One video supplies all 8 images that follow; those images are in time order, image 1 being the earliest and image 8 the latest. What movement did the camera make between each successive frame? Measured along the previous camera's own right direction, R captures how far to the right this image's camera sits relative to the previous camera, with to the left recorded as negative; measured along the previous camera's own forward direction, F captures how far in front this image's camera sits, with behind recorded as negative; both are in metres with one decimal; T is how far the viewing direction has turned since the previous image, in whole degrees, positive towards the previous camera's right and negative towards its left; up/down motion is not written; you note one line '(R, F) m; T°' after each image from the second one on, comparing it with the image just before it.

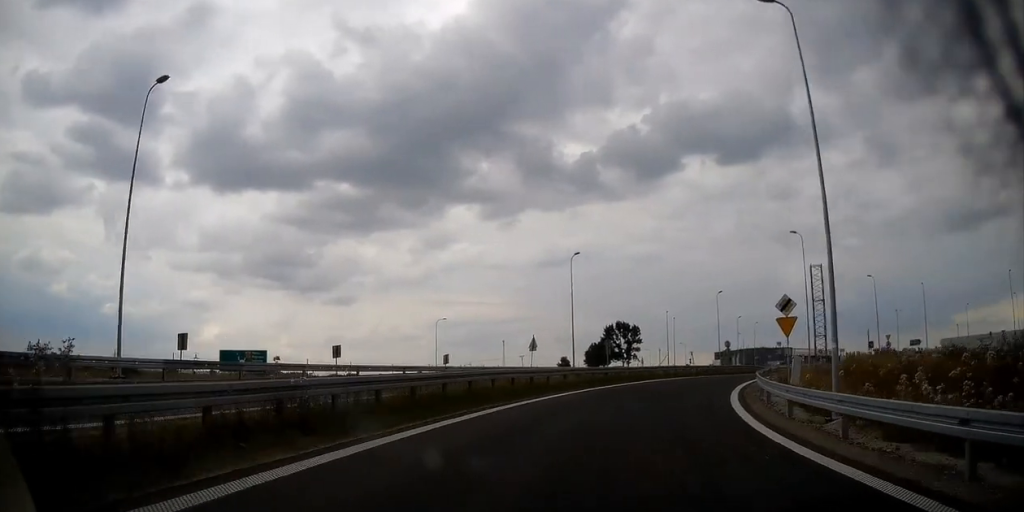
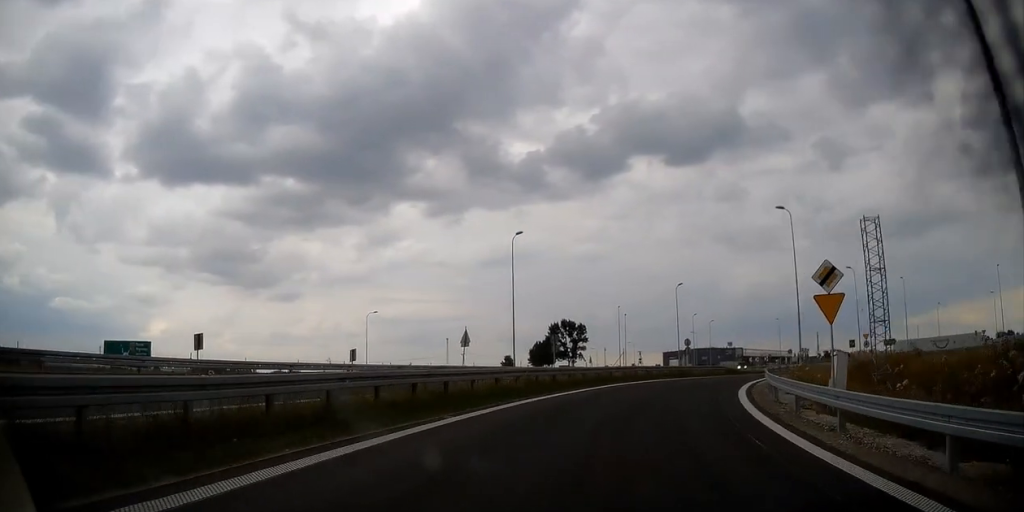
(+0.3, +8.5) m; +4°
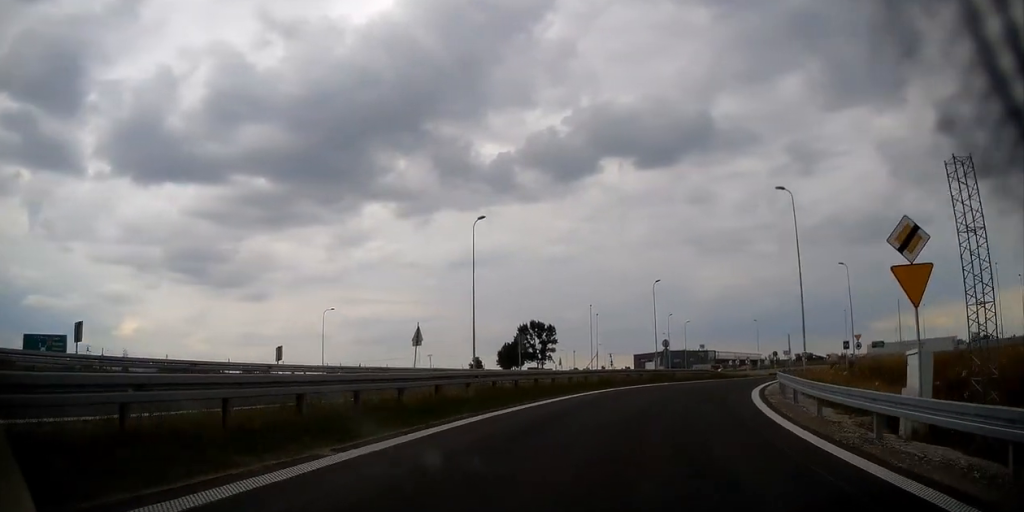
(-0.1, +5.7) m; +2°
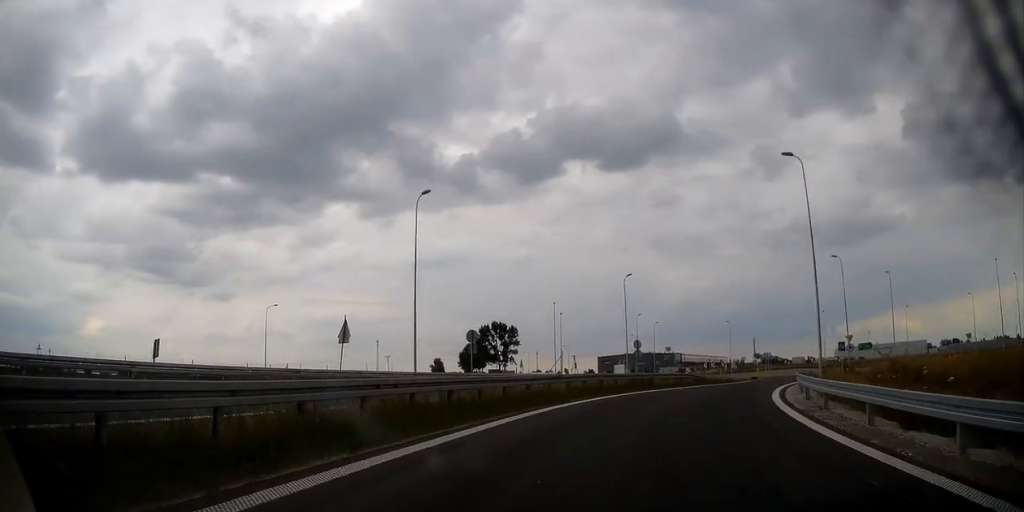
(+0.4, +6.8) m; +4°
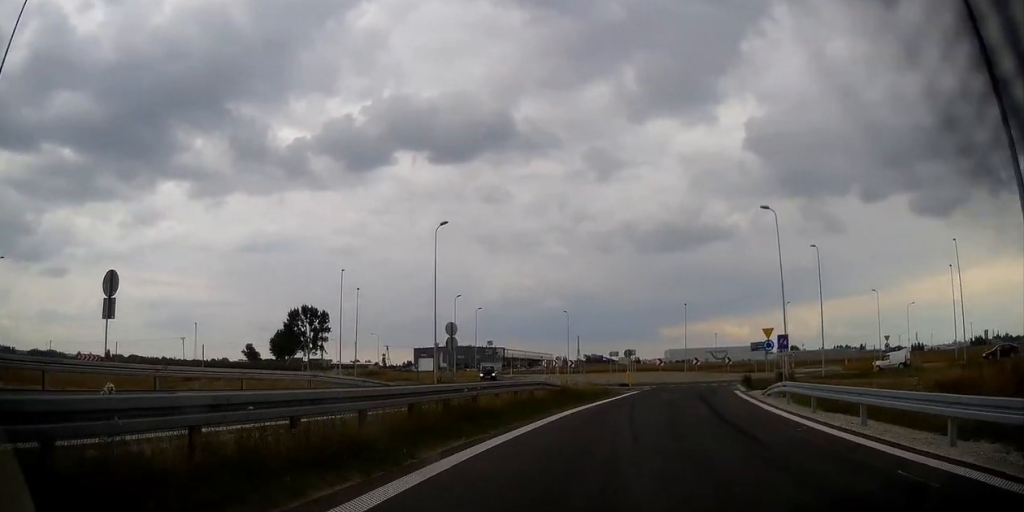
(+2.6, +21.2) m; +15°
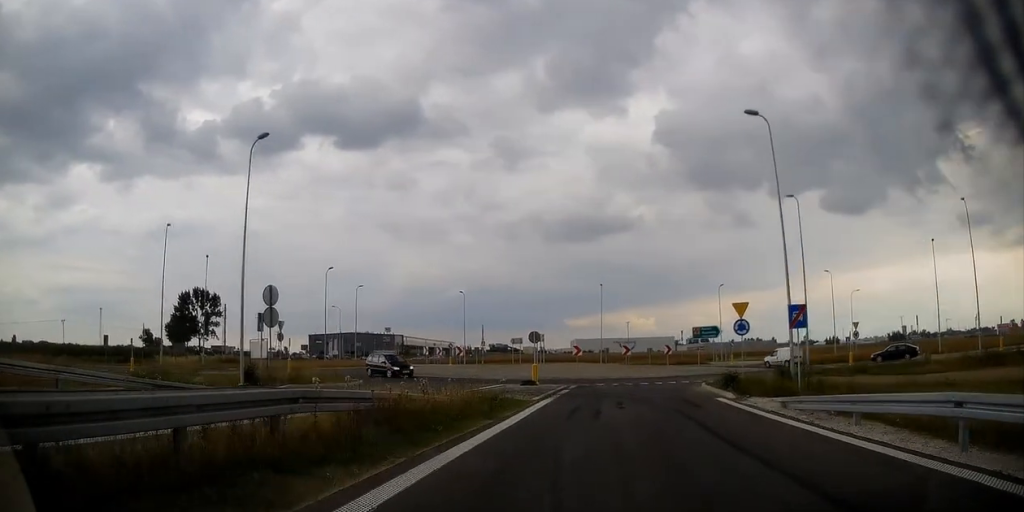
(+1.5, +14.5) m; +9°
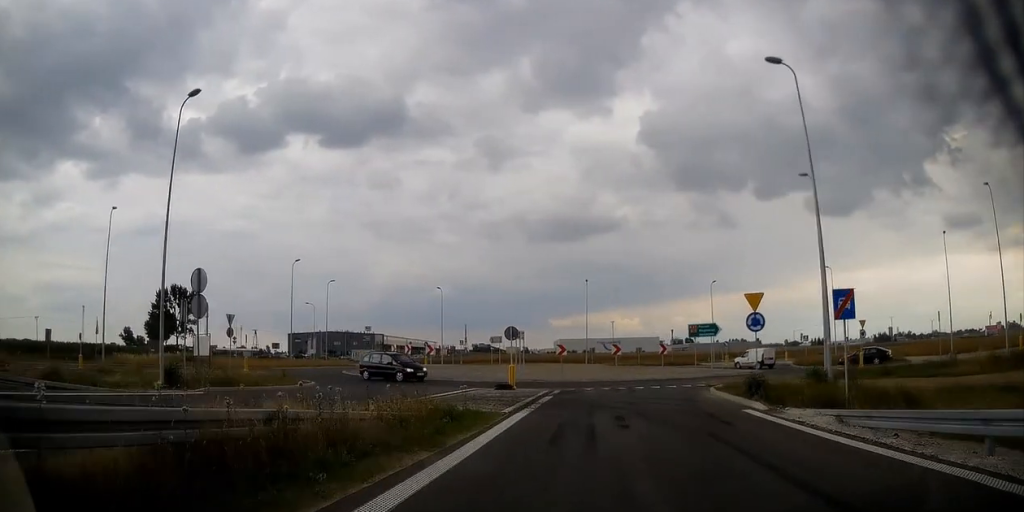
(+0.1, +5.3) m; +2°
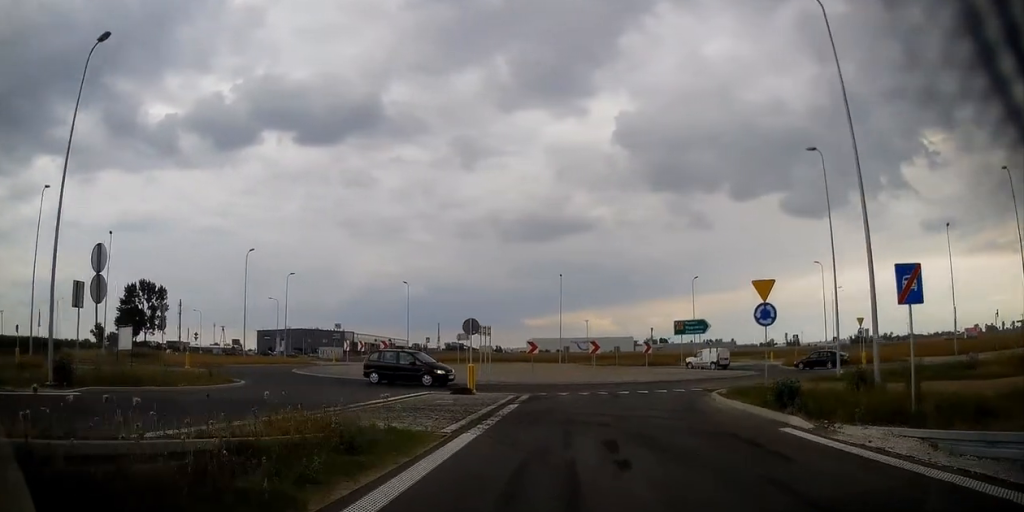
(+0.1, +4.8) m; +2°
